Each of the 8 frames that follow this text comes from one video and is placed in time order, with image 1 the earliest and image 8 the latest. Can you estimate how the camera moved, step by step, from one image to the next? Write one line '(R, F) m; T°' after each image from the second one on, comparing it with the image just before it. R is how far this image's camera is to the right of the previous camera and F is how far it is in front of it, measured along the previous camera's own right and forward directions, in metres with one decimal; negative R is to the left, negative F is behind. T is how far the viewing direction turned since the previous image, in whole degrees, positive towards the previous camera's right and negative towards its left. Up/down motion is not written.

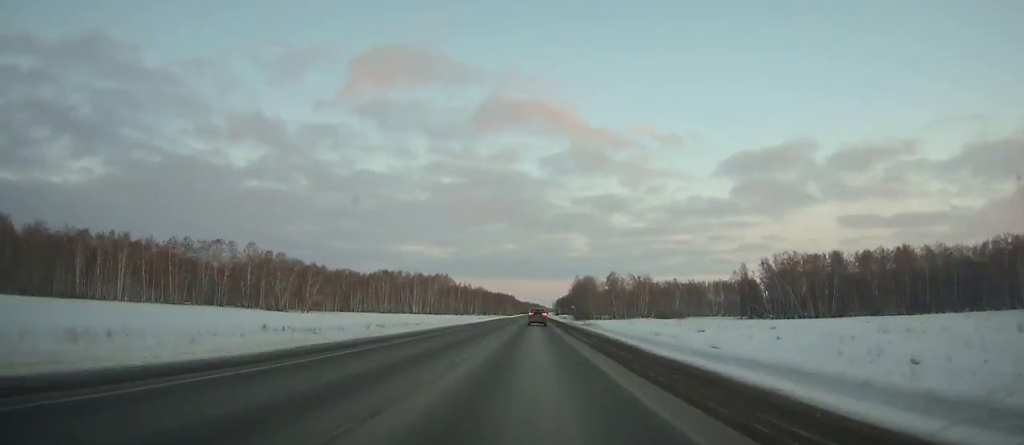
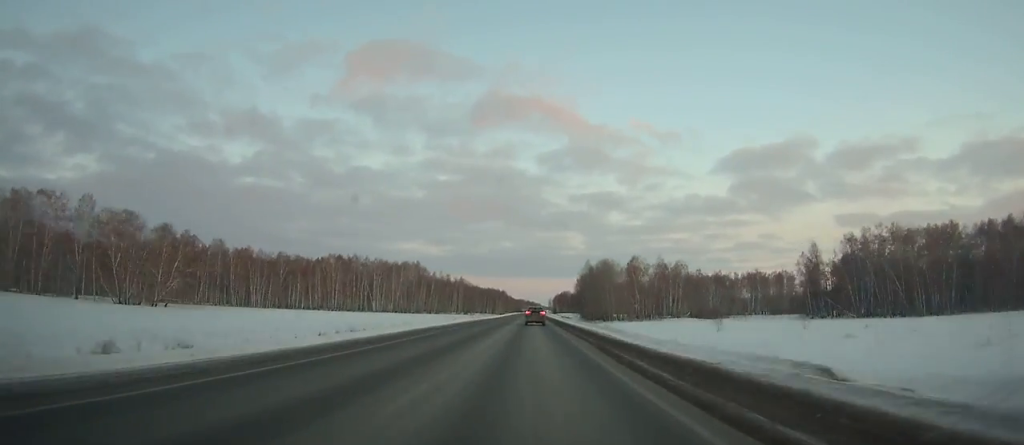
(+0.2, +71.3) m; 0°
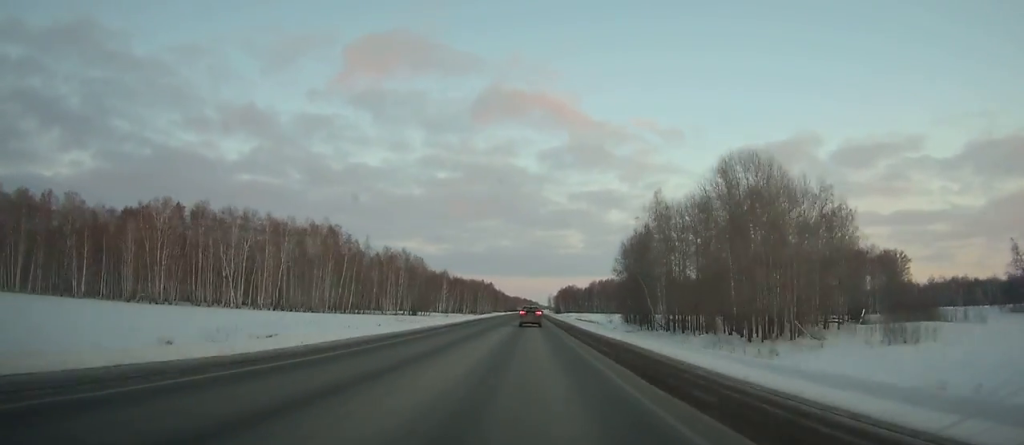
(+0.6, +115.2) m; 0°
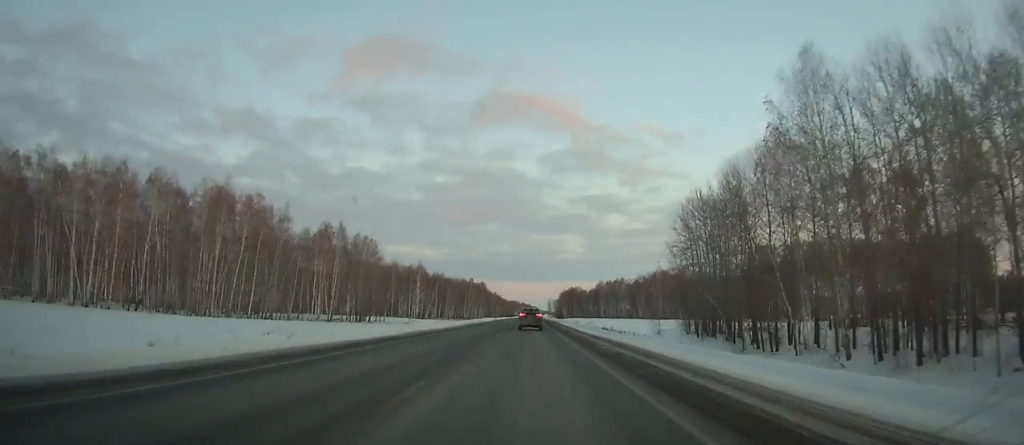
(+0.1, +49.9) m; 0°
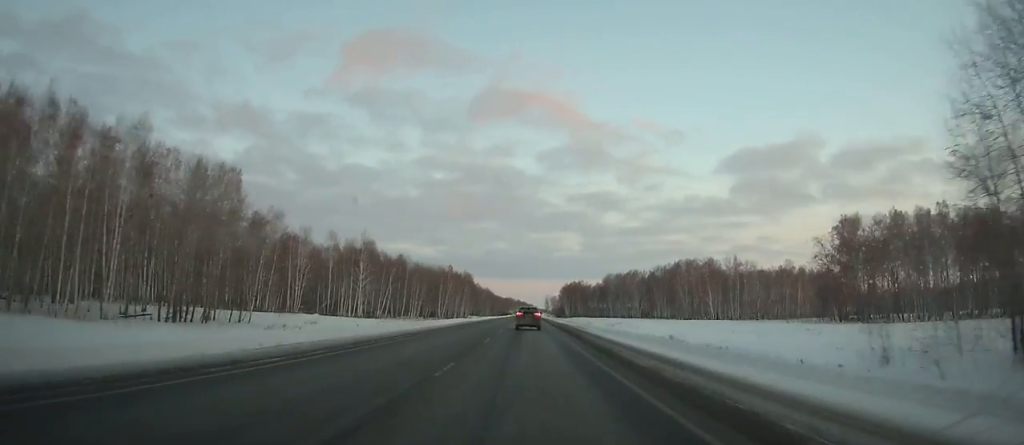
(+0.1, +55.6) m; 0°
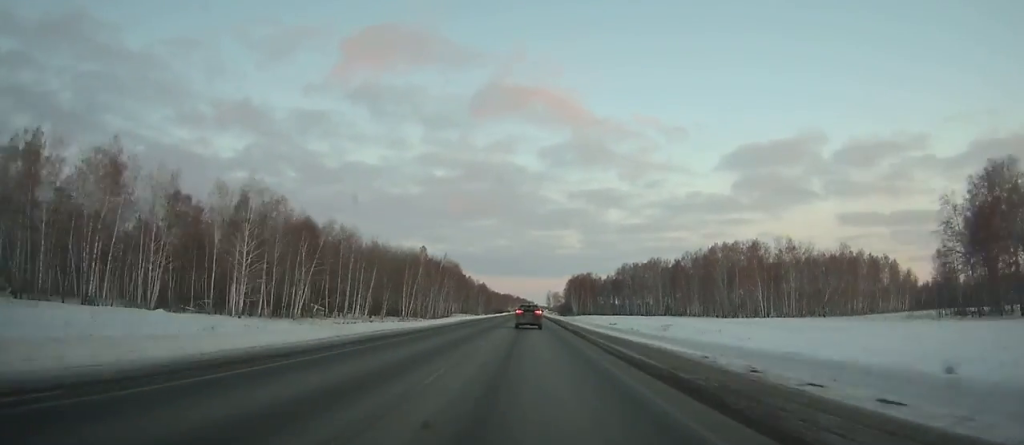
(0.0, +49.2) m; 0°
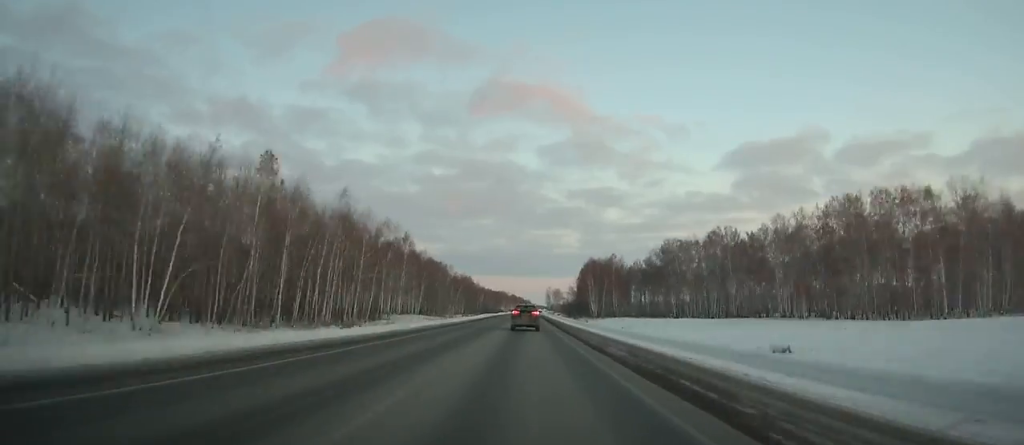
(+0.1, +86.5) m; 0°
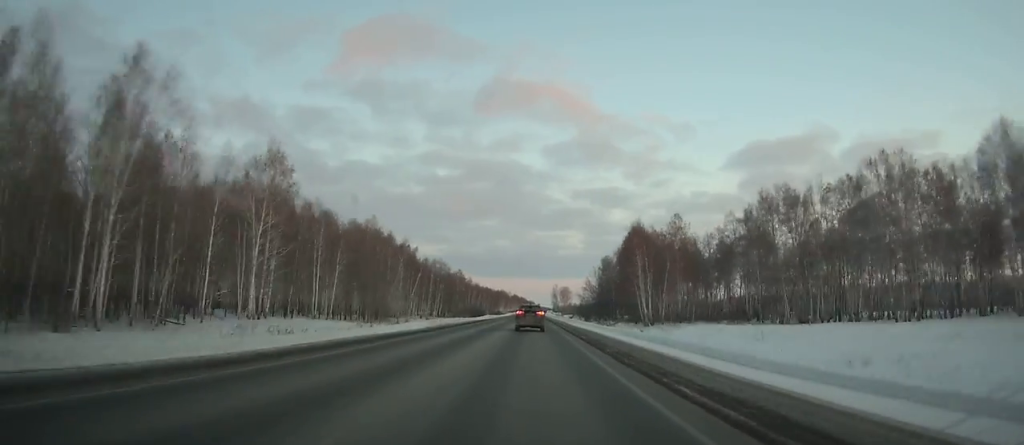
(+0.1, +74.4) m; 0°
